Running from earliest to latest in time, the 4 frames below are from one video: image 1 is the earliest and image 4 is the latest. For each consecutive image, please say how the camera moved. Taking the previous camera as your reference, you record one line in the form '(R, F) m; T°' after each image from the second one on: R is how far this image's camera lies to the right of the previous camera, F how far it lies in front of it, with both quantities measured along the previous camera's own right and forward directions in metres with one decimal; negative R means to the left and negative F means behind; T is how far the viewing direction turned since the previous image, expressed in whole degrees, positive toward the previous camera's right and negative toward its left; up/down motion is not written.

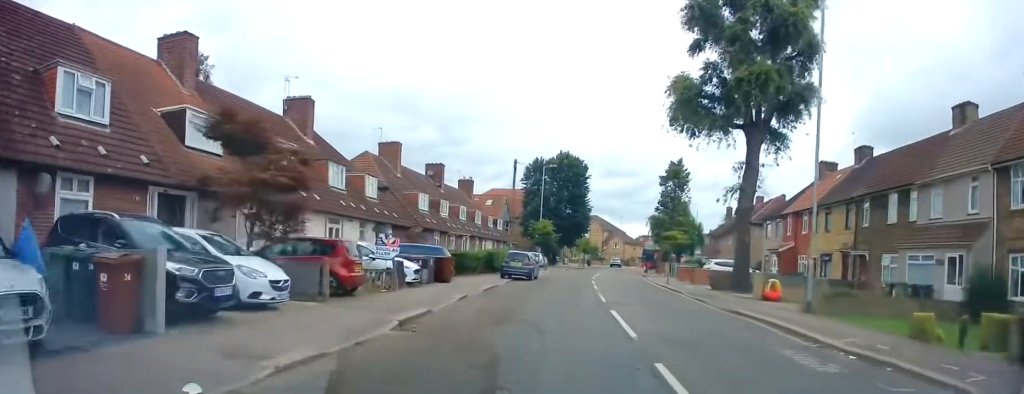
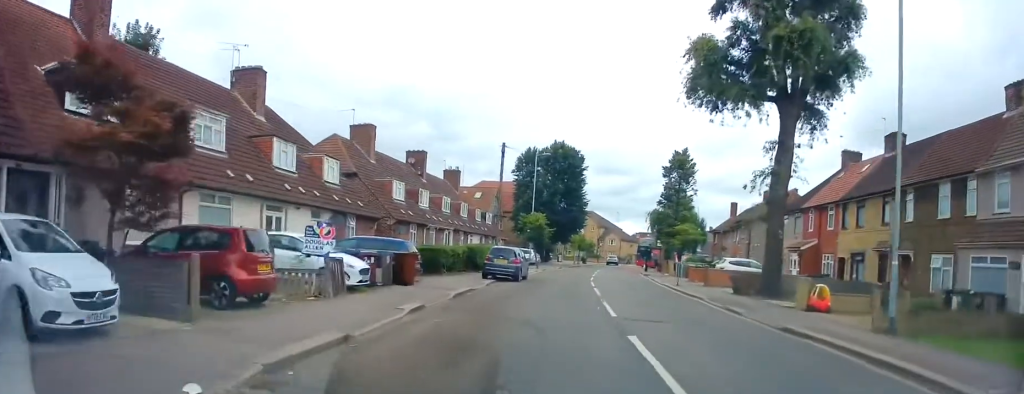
(0.0, +5.4) m; +3°
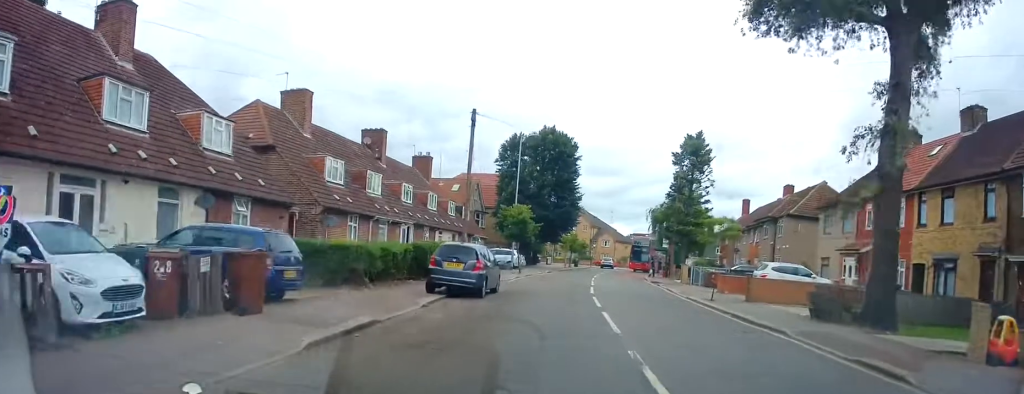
(+0.5, +10.3) m; -3°
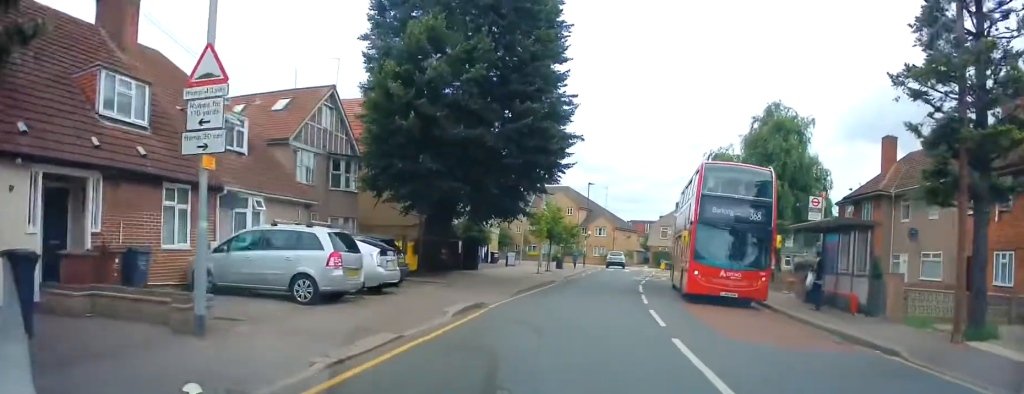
(-1.8, +32.1) m; +2°
